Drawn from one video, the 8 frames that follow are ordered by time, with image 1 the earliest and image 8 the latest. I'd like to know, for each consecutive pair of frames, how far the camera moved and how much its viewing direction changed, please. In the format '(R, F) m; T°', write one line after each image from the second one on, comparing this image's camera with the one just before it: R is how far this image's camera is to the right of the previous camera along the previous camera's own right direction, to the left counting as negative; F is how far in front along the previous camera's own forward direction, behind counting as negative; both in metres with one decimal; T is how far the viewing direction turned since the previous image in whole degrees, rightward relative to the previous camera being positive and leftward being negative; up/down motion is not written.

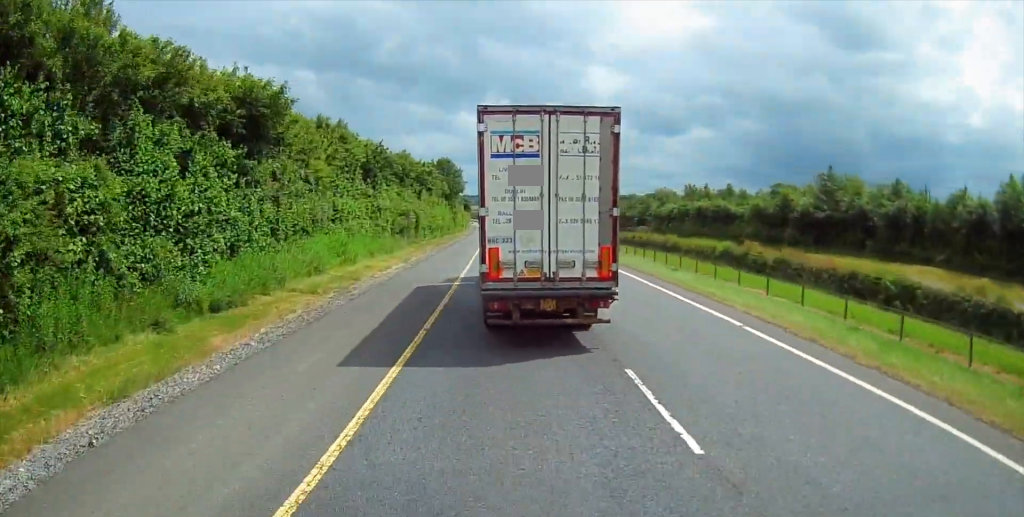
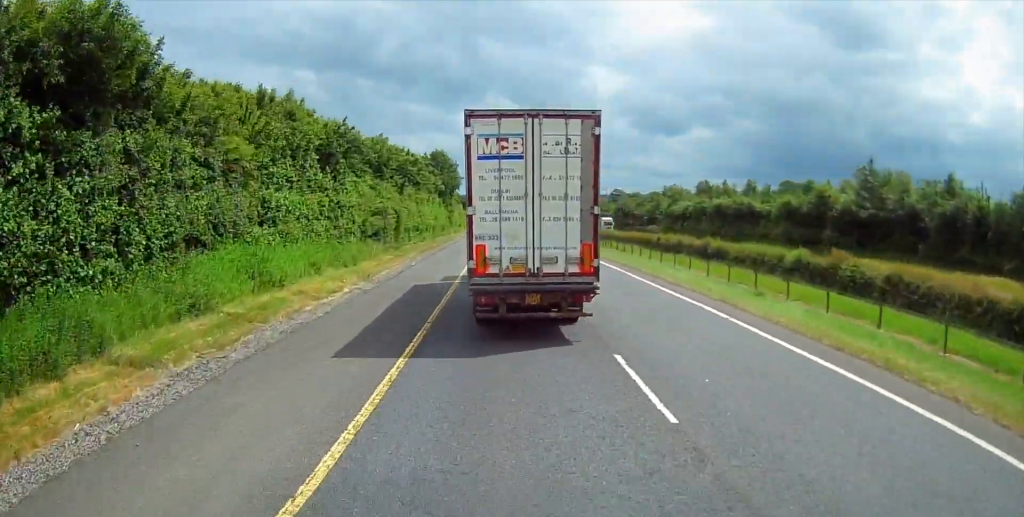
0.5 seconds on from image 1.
(0.0, +10.9) m; 0°
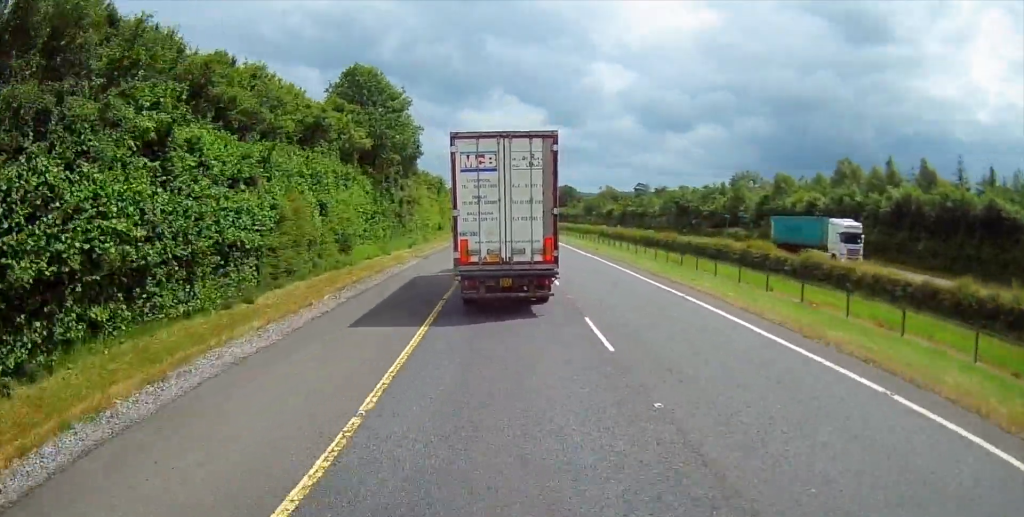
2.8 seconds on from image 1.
(+0.2, +55.4) m; +1°
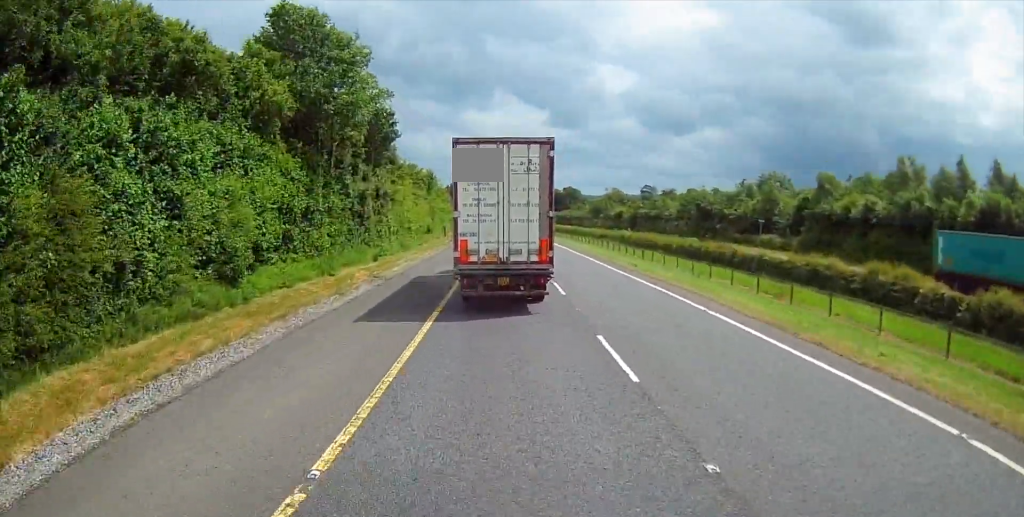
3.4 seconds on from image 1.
(-0.1, +14.1) m; 0°
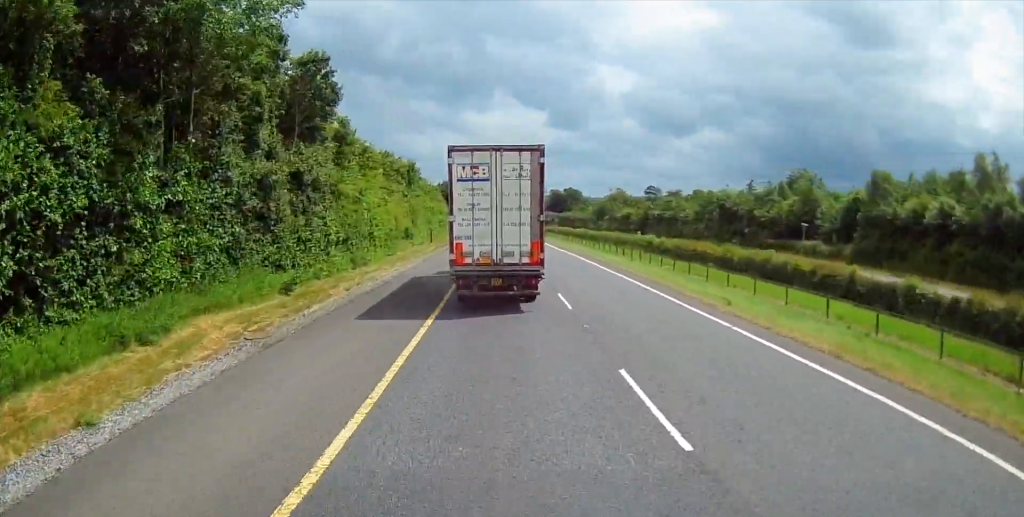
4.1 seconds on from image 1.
(0.0, +14.9) m; -1°
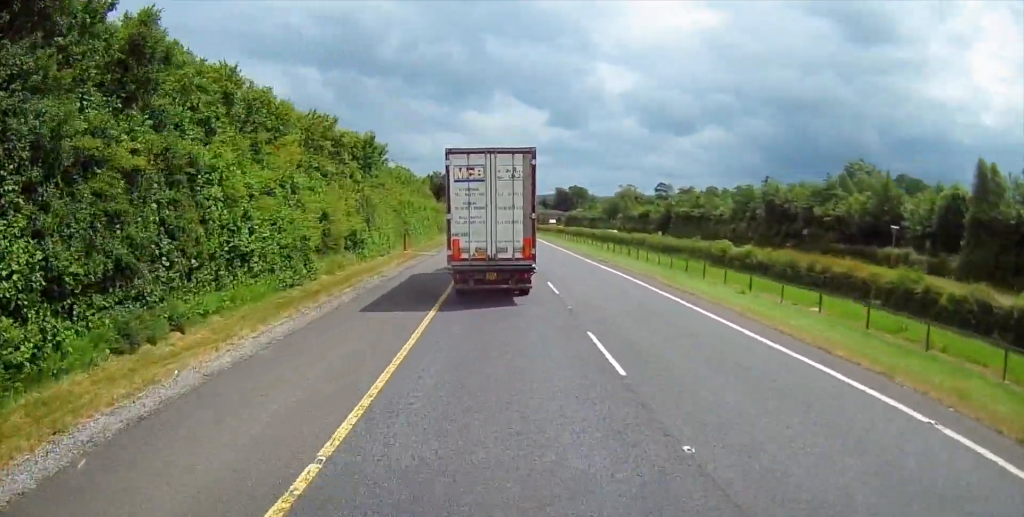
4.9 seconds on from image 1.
(-0.3, +20.4) m; -1°
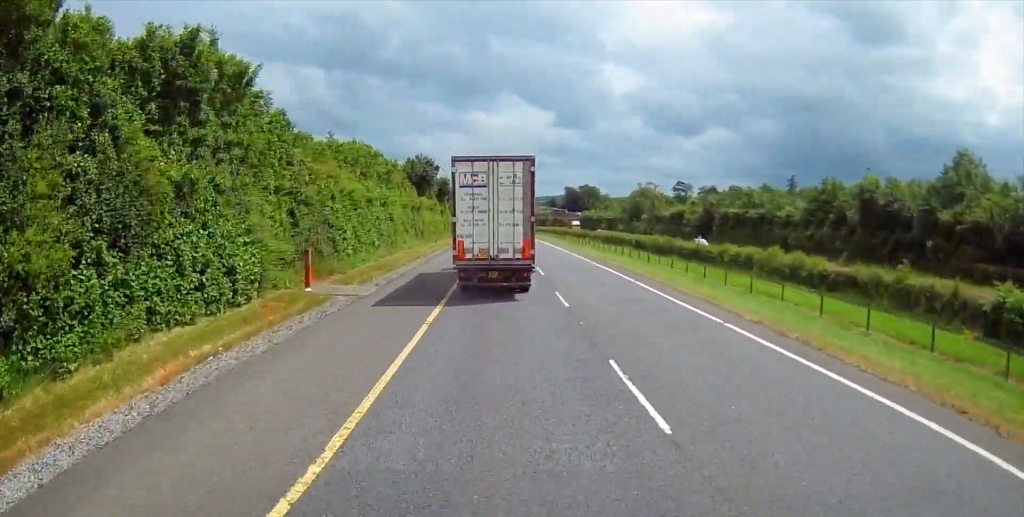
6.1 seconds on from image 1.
(0.0, +26.8) m; 0°
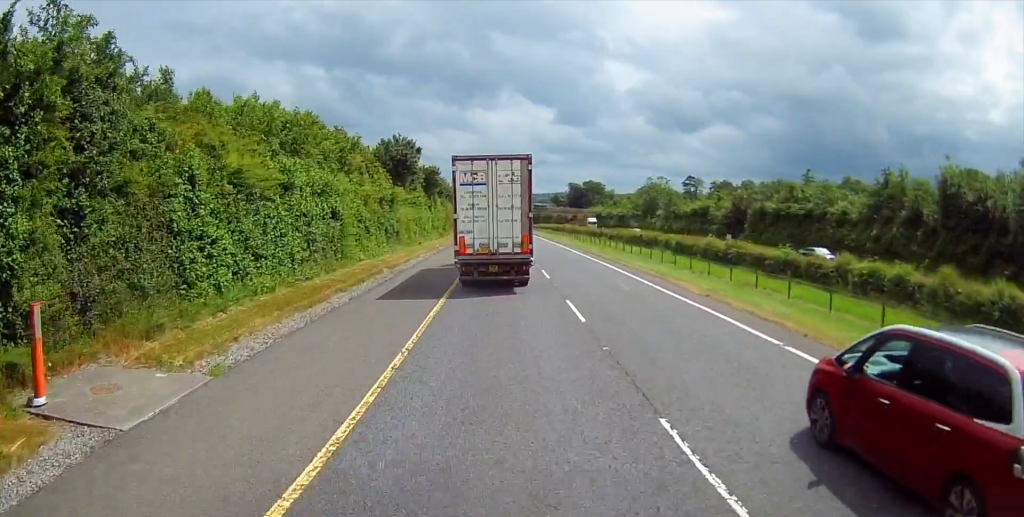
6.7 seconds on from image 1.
(-0.1, +15.8) m; 0°
